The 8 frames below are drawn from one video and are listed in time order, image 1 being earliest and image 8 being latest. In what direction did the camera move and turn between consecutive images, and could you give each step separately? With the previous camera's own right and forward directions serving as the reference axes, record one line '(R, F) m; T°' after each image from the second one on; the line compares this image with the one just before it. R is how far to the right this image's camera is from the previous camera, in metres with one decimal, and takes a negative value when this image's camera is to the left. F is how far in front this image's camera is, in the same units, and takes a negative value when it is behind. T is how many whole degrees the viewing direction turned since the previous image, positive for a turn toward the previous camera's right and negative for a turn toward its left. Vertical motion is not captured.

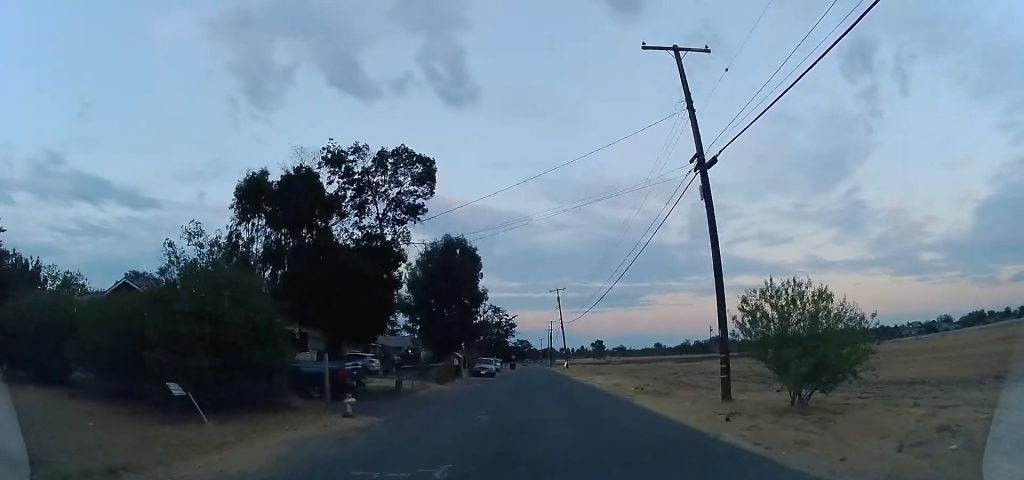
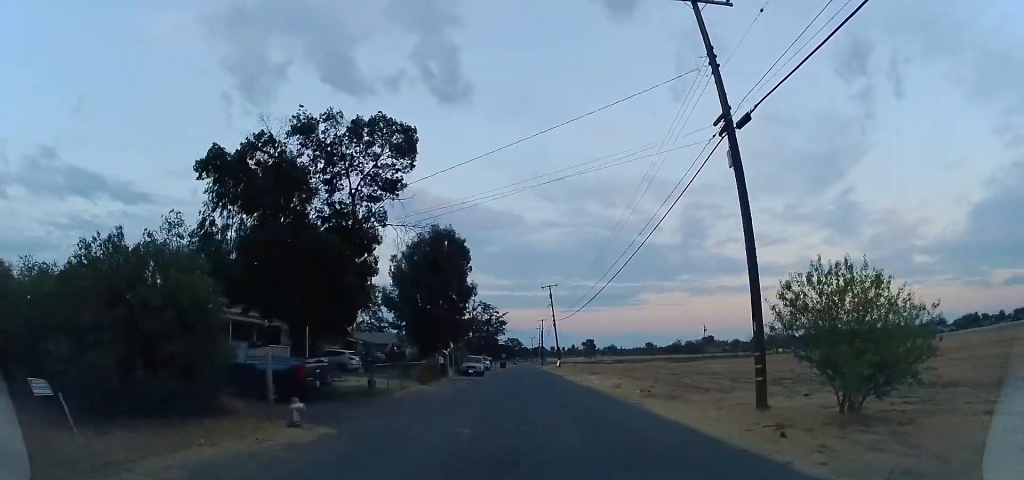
(0.0, +2.4) m; 0°
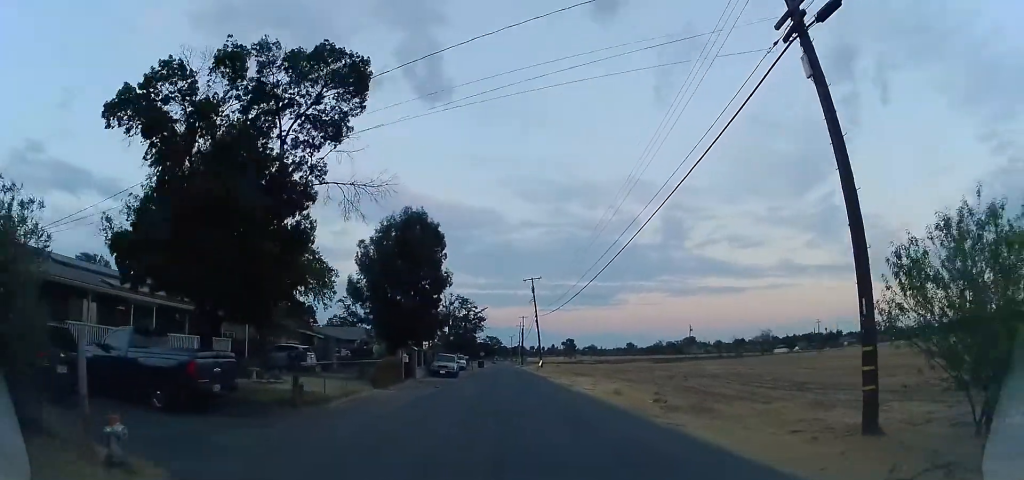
(0.0, +4.6) m; 0°
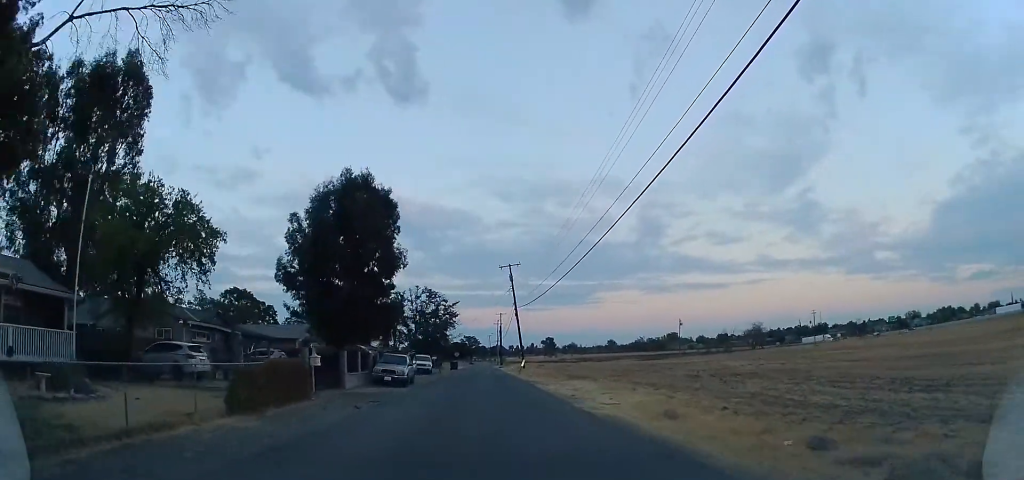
(0.0, +9.5) m; +3°
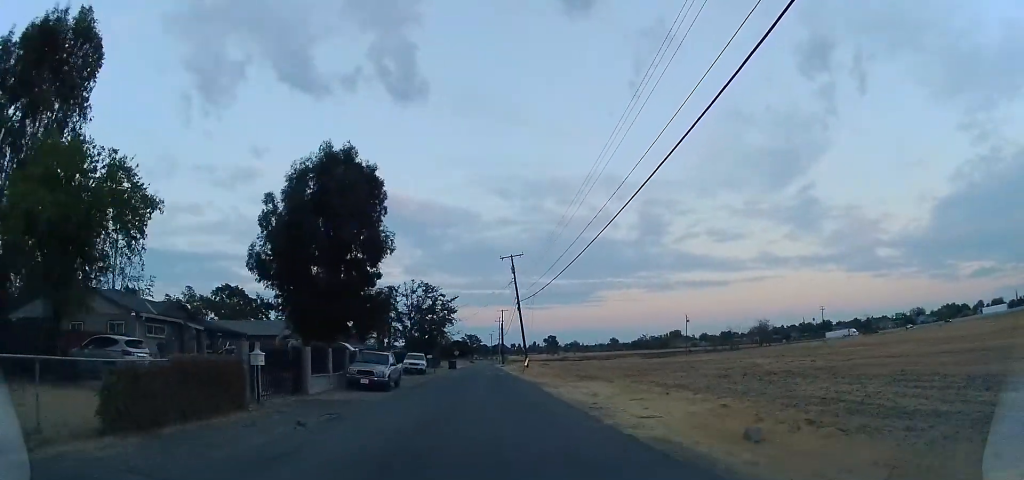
(+0.2, +4.3) m; 0°
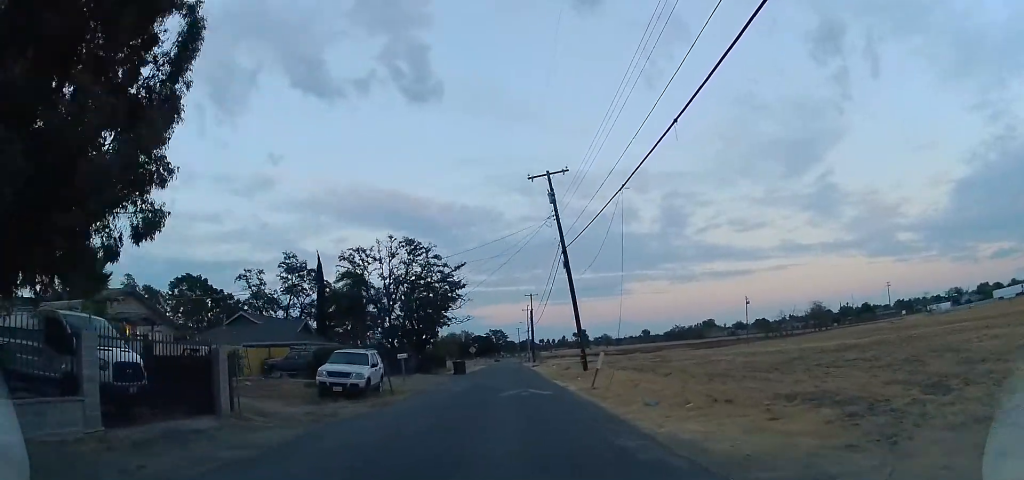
(-0.9, +24.0) m; -3°
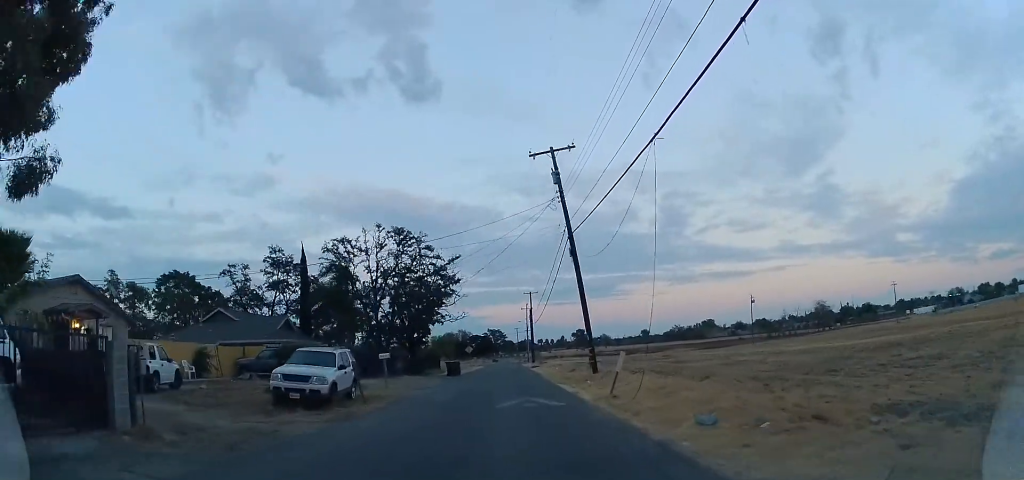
(-0.1, +3.8) m; +2°
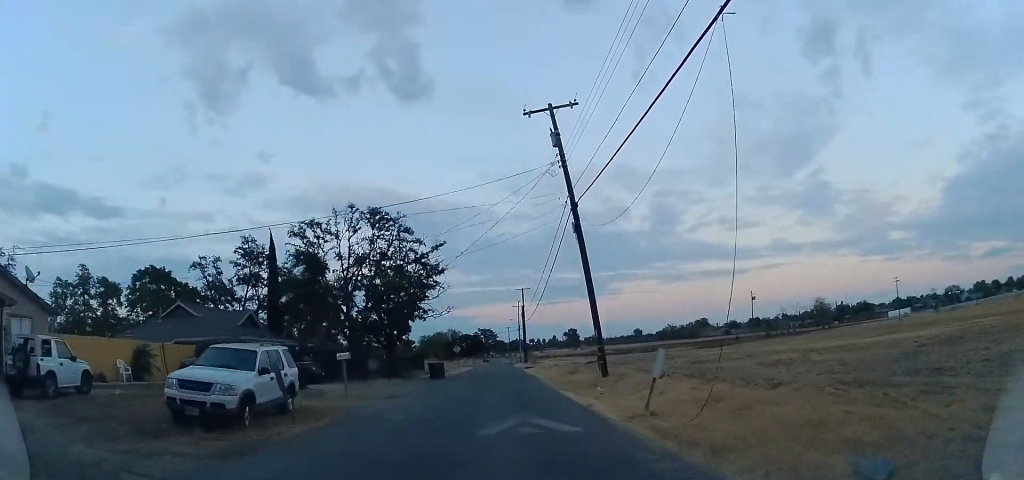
(+0.2, +5.1) m; +1°
